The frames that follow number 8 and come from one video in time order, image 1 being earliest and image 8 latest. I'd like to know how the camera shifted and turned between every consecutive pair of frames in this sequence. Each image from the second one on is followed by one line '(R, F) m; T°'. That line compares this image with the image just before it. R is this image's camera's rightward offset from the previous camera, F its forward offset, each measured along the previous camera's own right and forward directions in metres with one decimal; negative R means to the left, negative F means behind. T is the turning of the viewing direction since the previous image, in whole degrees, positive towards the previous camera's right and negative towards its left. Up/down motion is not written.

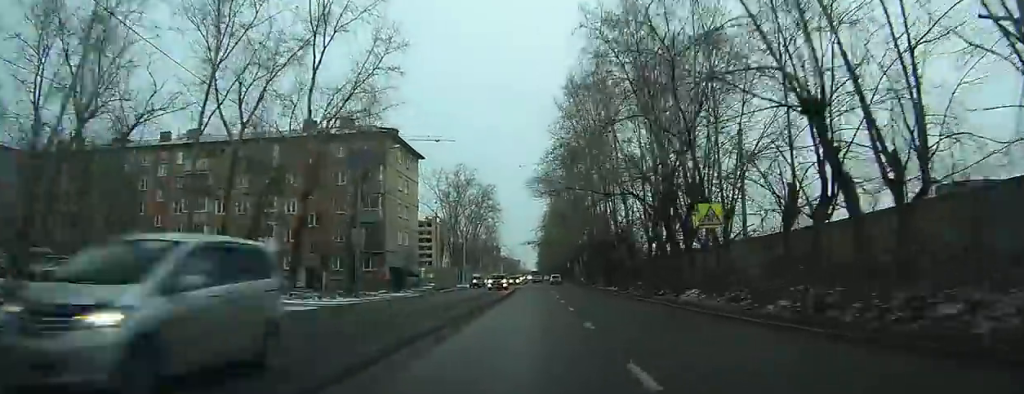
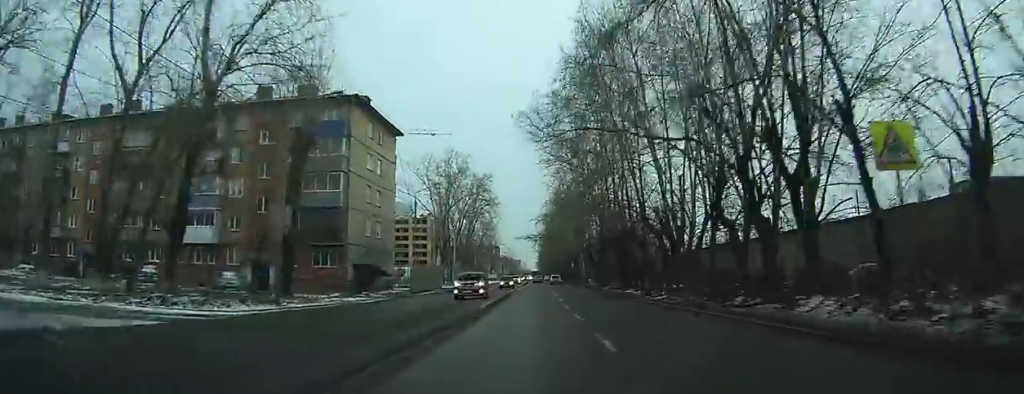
(+0.1, +11.7) m; 0°
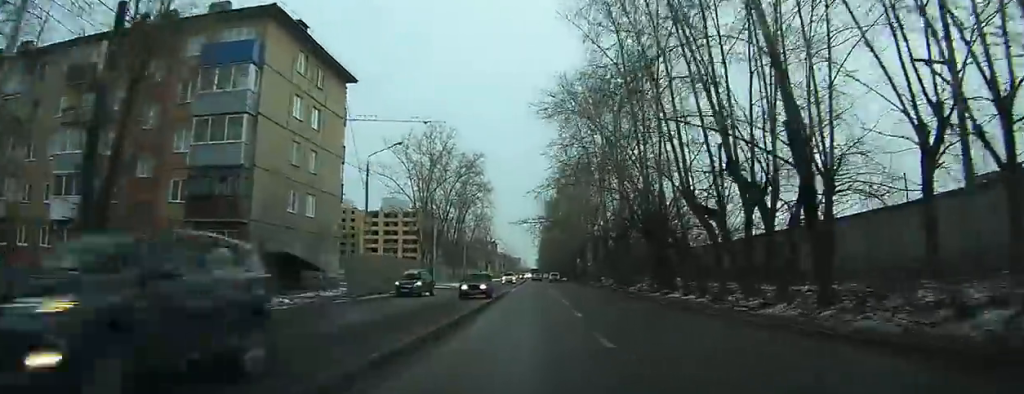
(-0.2, +15.7) m; -1°
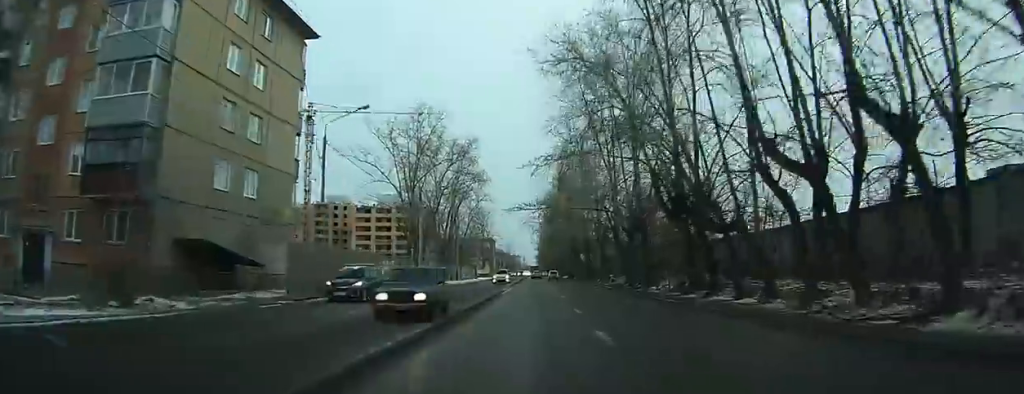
(0.0, +8.1) m; 0°
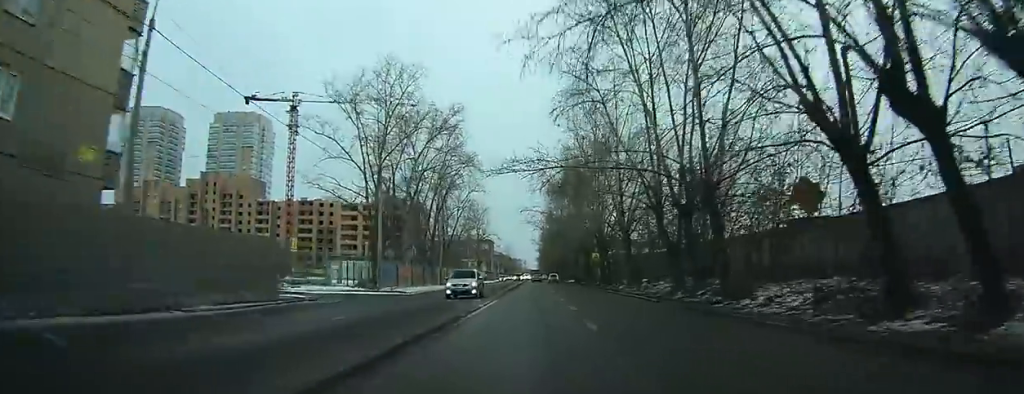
(+0.1, +16.0) m; 0°
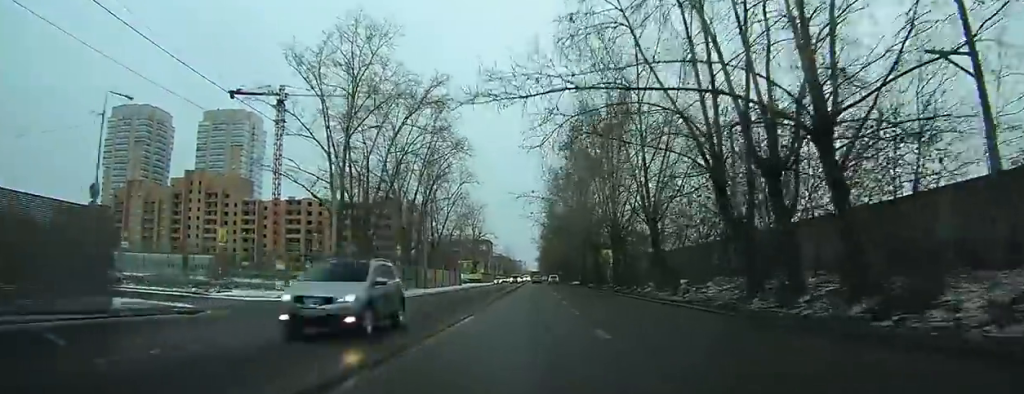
(+0.1, +10.2) m; 0°
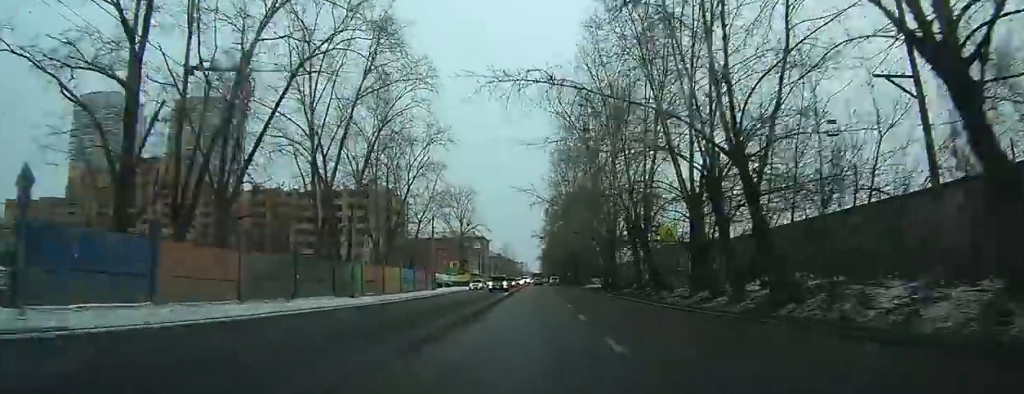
(+0.1, +25.9) m; +1°
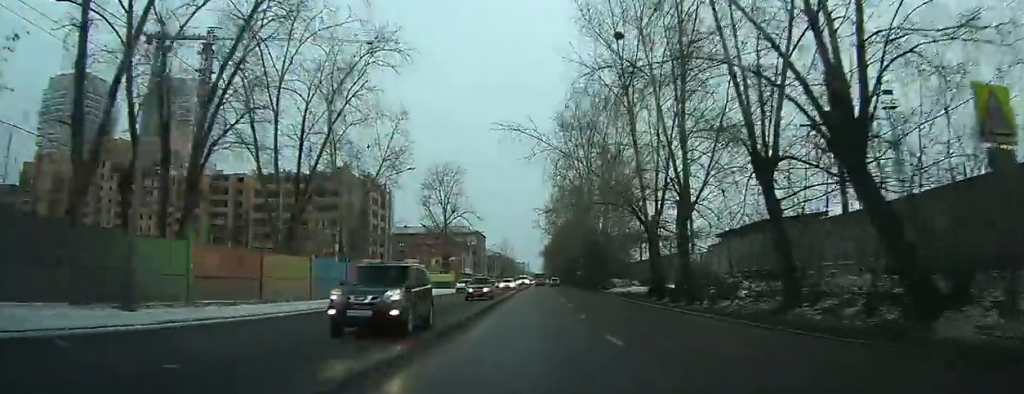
(0.0, +22.4) m; 0°
